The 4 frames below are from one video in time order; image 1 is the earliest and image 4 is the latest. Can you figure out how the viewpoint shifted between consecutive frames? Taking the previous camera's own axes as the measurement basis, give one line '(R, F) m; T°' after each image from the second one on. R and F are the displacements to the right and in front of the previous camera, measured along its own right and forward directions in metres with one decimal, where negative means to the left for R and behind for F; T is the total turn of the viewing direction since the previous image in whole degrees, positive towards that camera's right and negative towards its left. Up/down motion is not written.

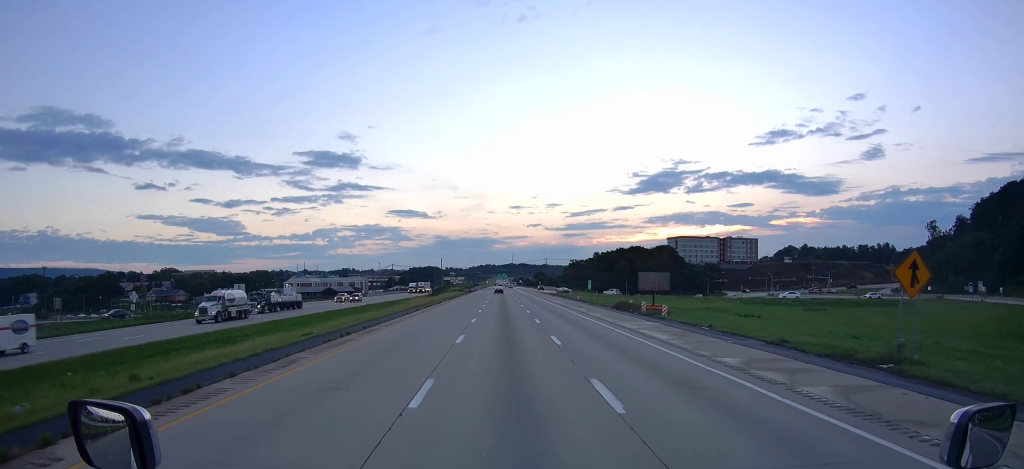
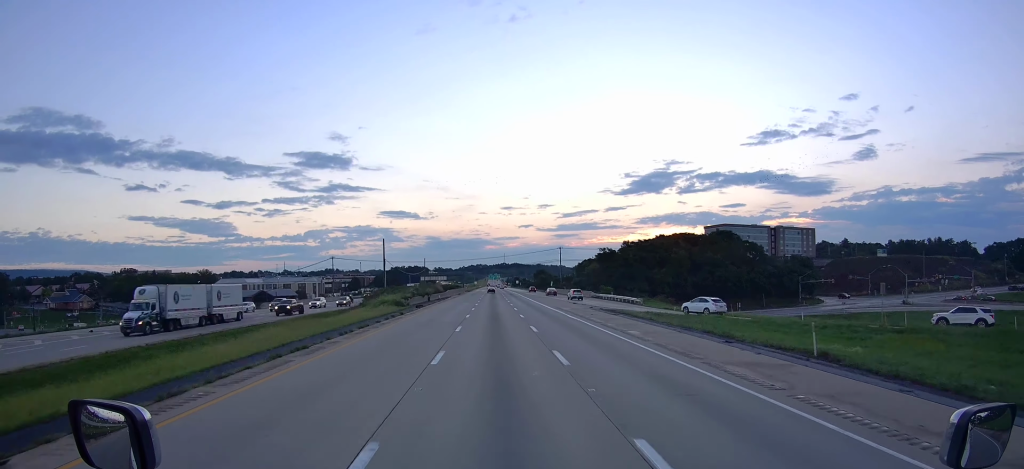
(+0.2, +90.7) m; 0°
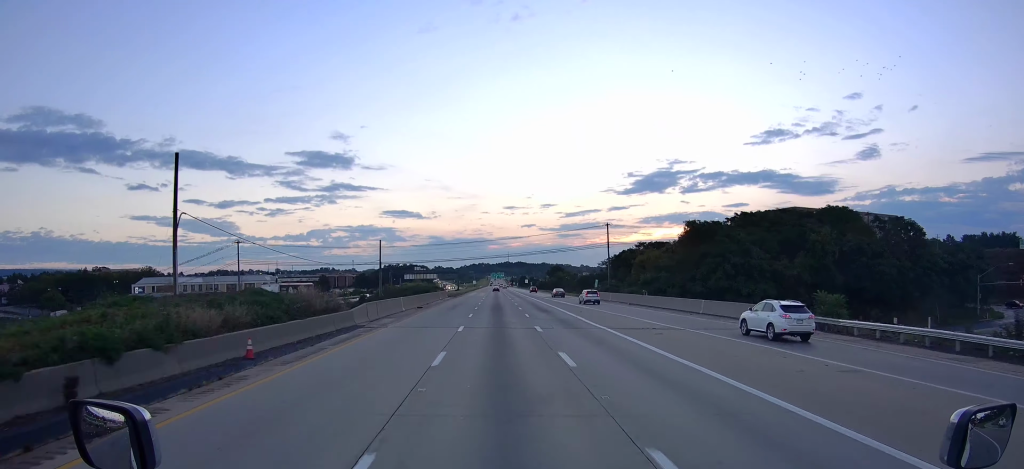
(0.0, +73.5) m; 0°
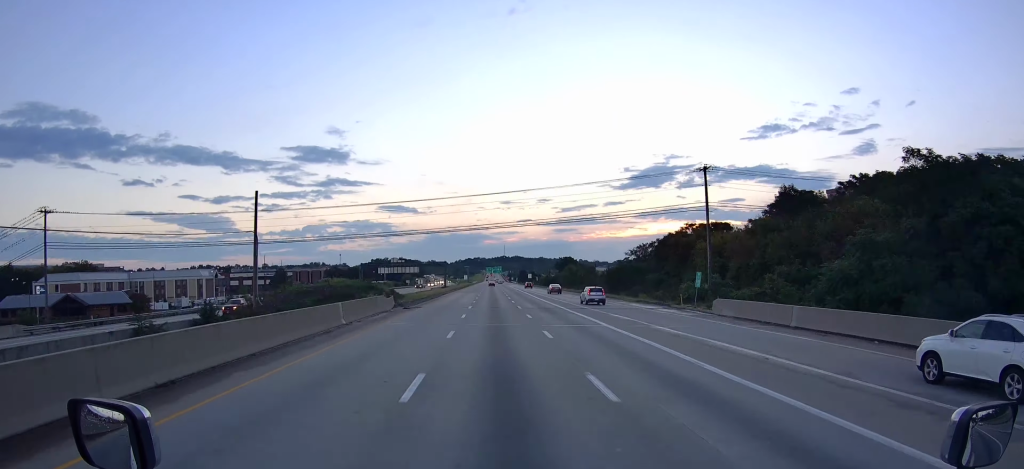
(0.0, +54.4) m; 0°
